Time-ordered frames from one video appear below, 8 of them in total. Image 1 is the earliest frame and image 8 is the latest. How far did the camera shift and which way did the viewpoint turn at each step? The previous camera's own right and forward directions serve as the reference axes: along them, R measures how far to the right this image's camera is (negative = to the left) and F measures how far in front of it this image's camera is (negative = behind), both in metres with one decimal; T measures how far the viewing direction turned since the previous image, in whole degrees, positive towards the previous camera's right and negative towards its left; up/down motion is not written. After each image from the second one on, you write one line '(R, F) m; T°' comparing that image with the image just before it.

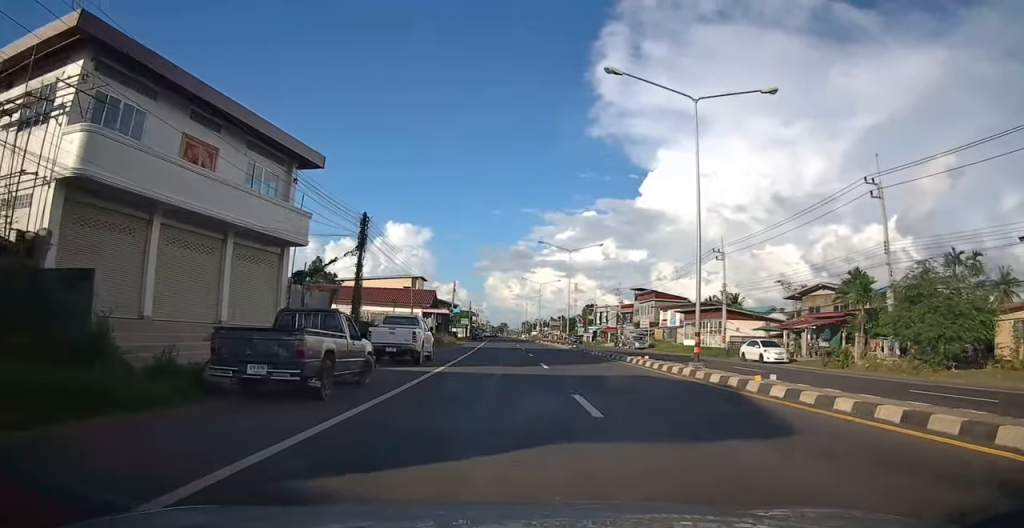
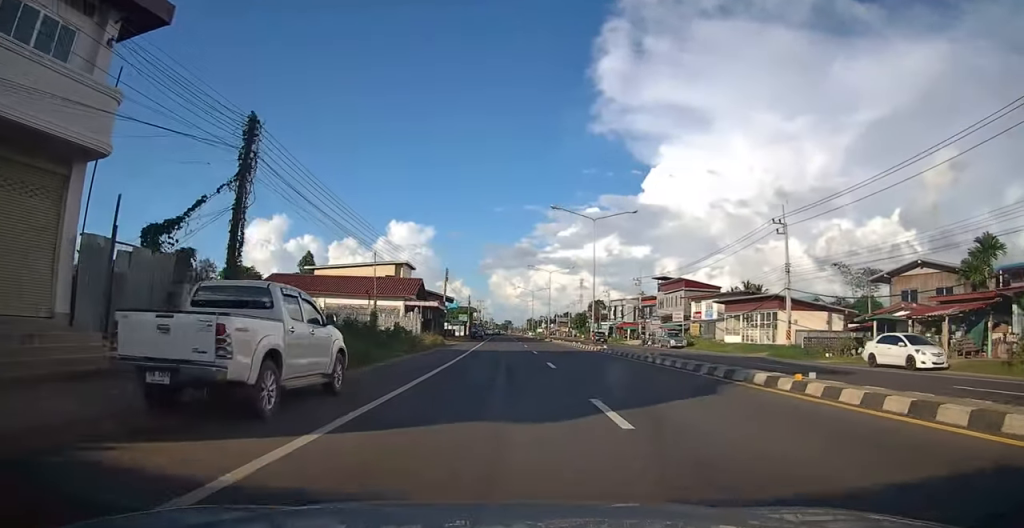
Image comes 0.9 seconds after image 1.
(+0.4, +13.7) m; +1°
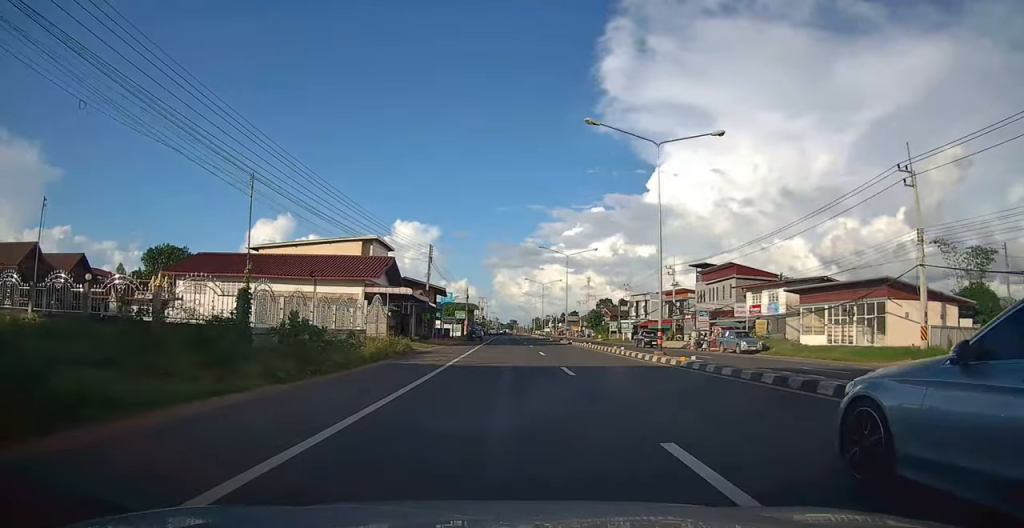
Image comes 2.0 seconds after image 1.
(-0.1, +16.5) m; -2°
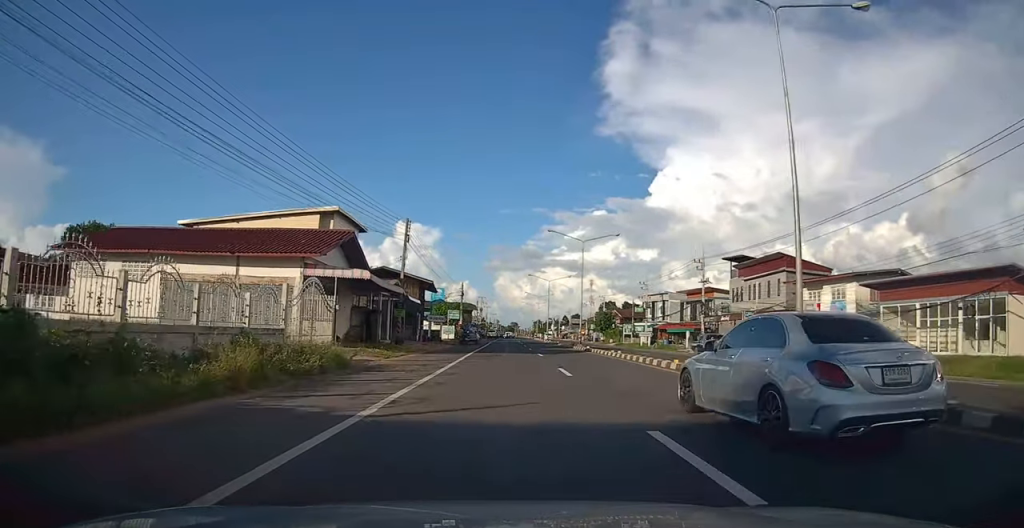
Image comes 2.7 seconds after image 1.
(-0.2, +11.4) m; -1°
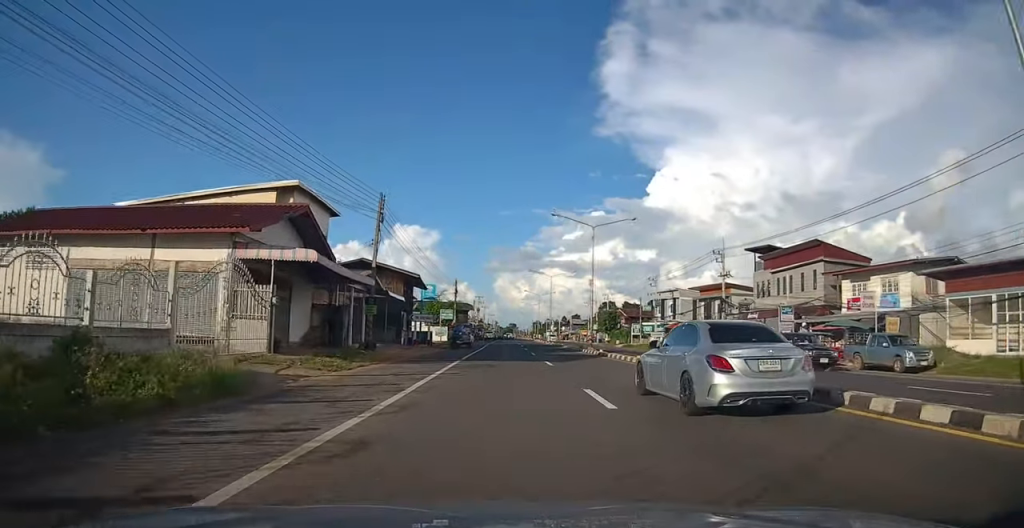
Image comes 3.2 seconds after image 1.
(0.0, +6.8) m; 0°
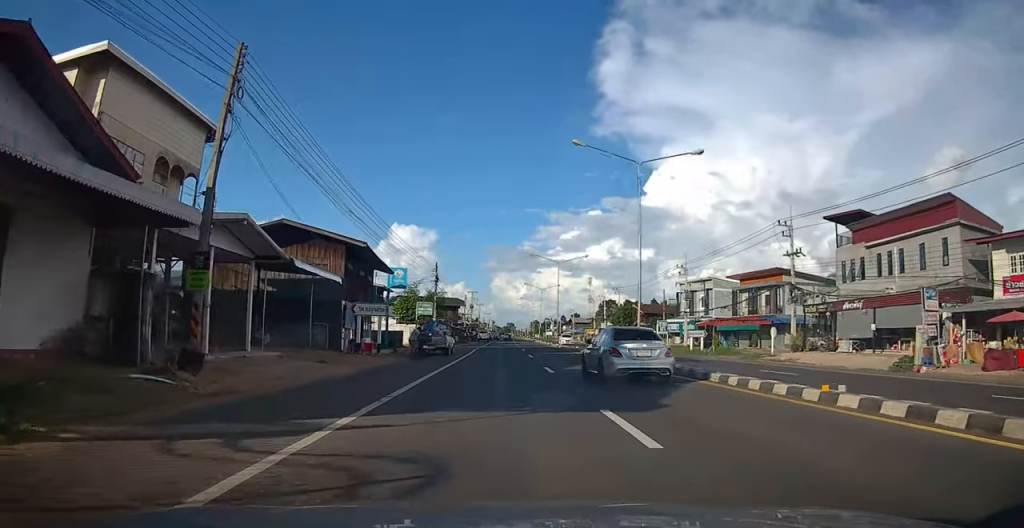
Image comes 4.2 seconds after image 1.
(-0.1, +15.4) m; 0°
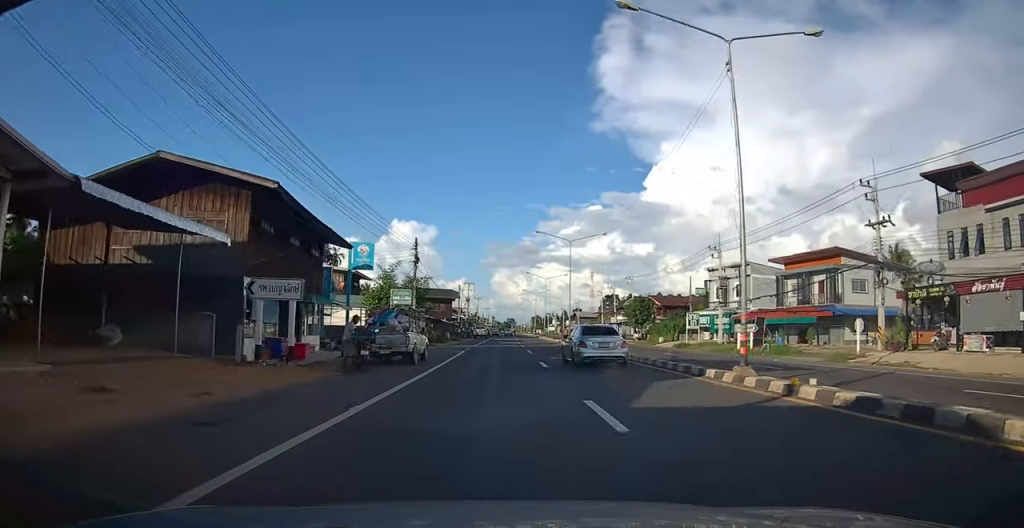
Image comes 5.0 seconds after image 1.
(0.0, +11.1) m; 0°
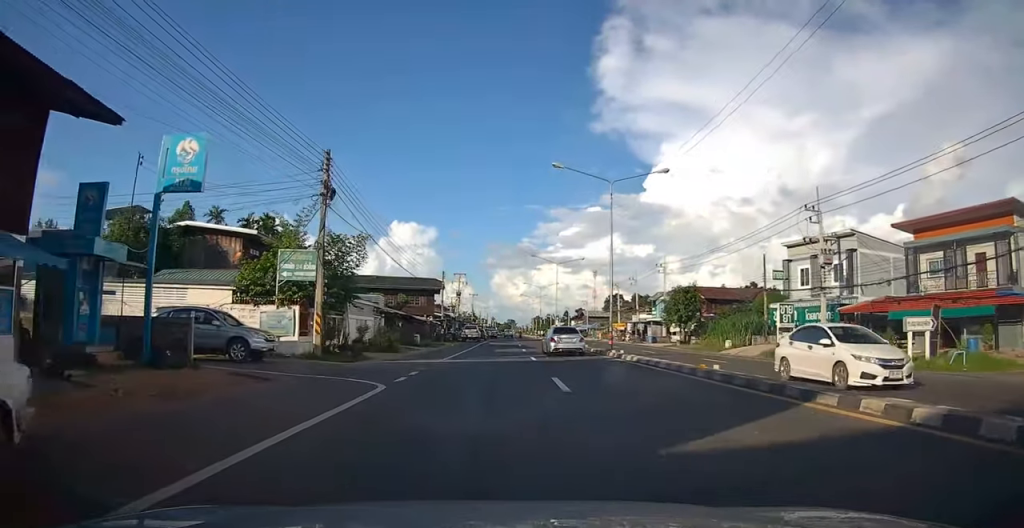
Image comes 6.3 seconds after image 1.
(+0.1, +19.5) m; 0°
